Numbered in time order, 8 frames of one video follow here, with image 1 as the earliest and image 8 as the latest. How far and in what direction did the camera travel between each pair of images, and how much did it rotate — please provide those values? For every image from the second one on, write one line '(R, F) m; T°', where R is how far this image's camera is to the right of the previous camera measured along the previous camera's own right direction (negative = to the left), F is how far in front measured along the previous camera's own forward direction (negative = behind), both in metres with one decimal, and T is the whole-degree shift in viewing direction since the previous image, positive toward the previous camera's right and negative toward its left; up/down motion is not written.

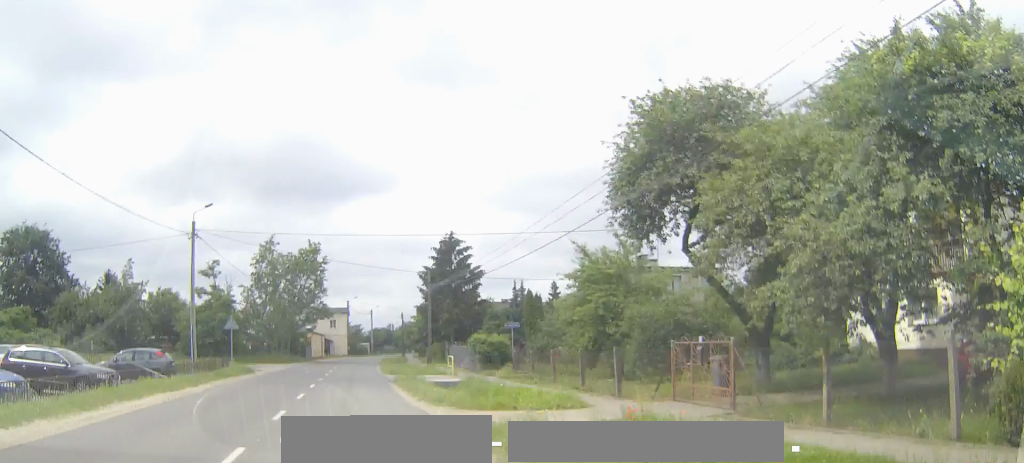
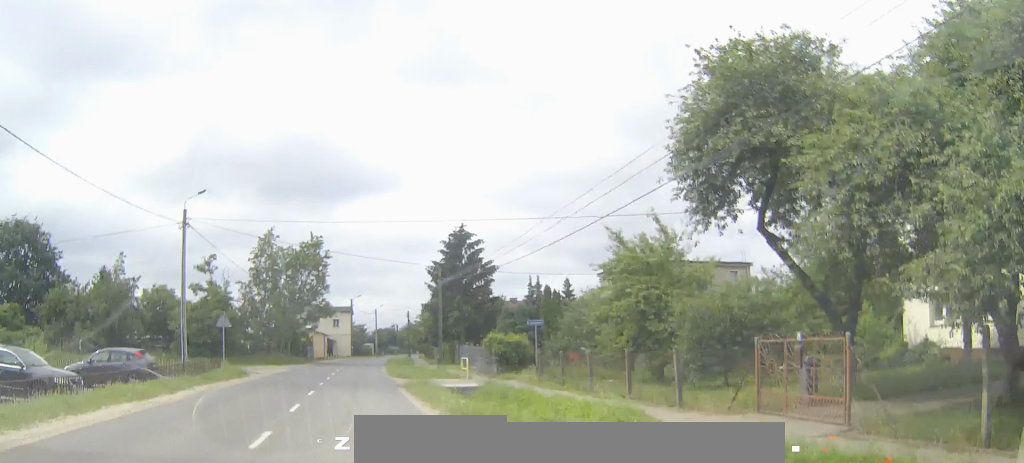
(-0.1, +3.7) m; -1°
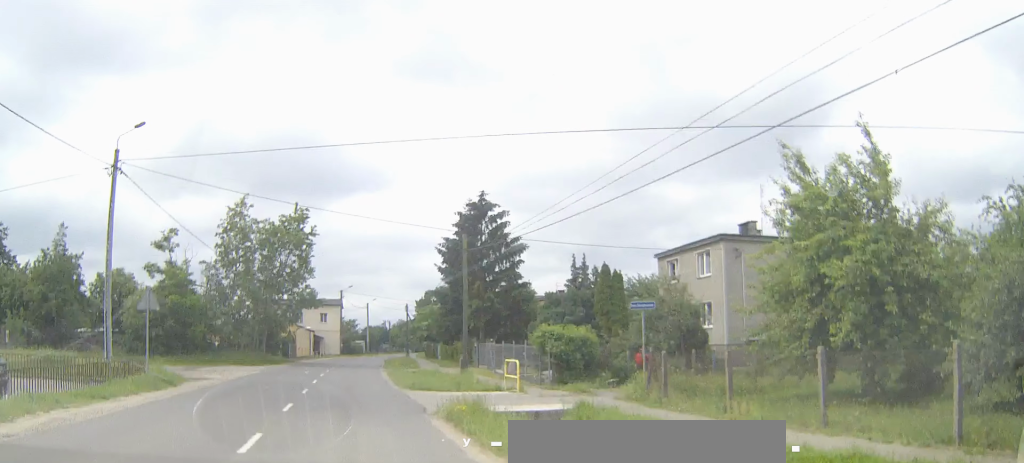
(-0.3, +12.7) m; -1°
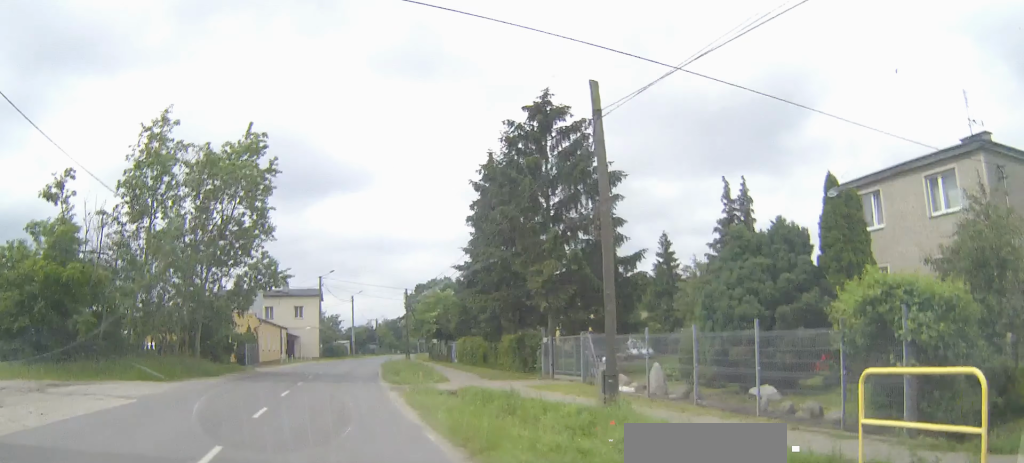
(+0.3, +19.7) m; +1°
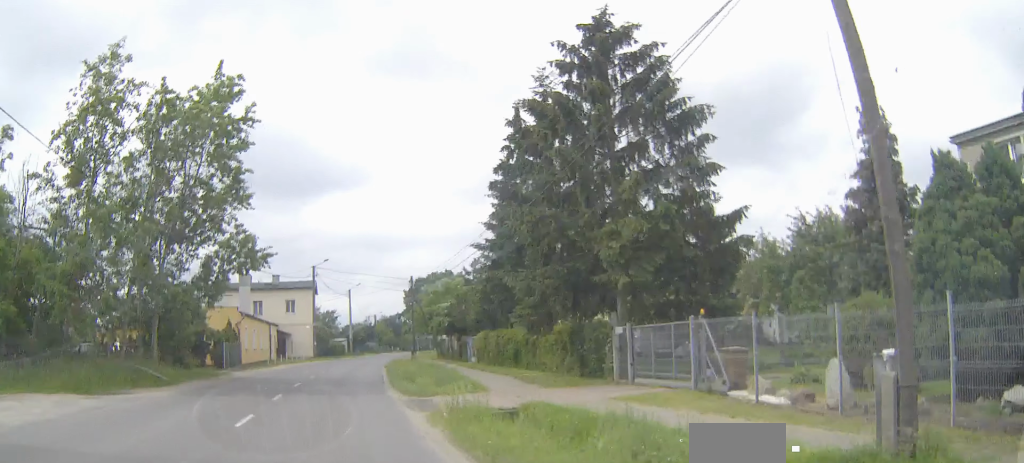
(0.0, +7.2) m; 0°
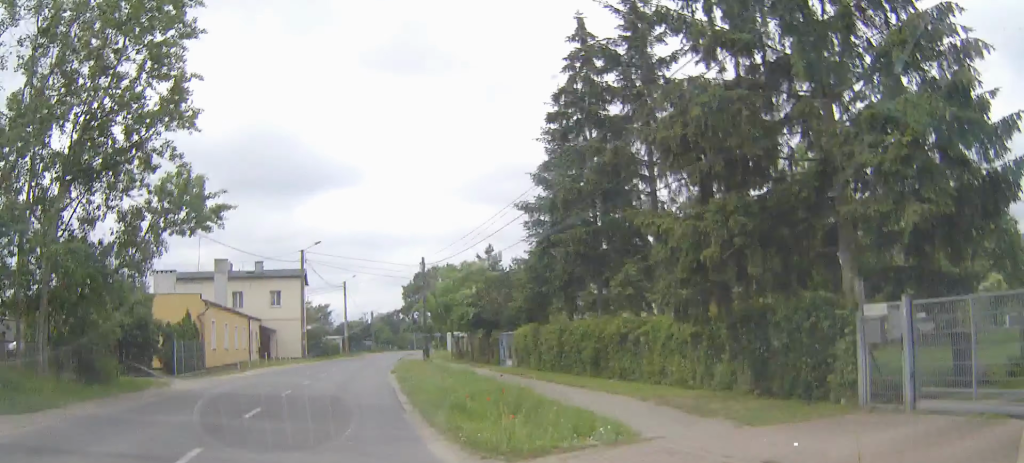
(-0.1, +10.4) m; 0°
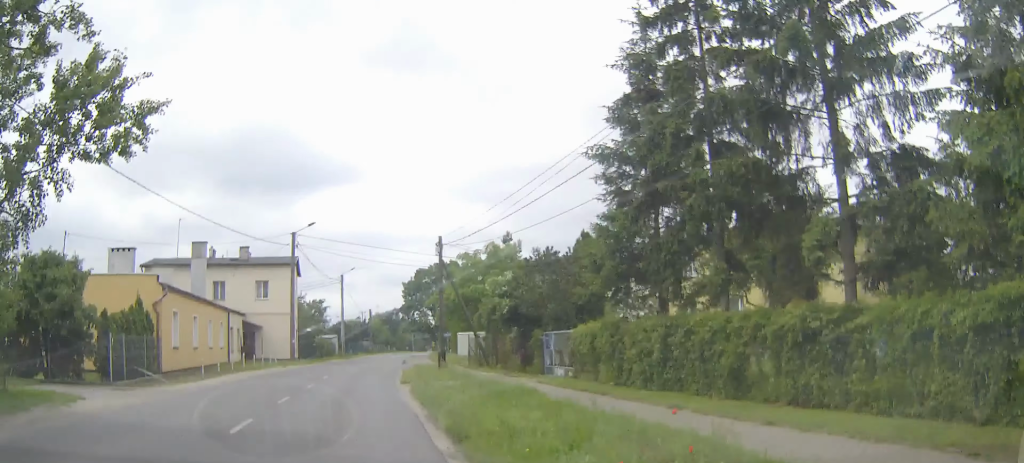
(0.0, +8.4) m; +1°
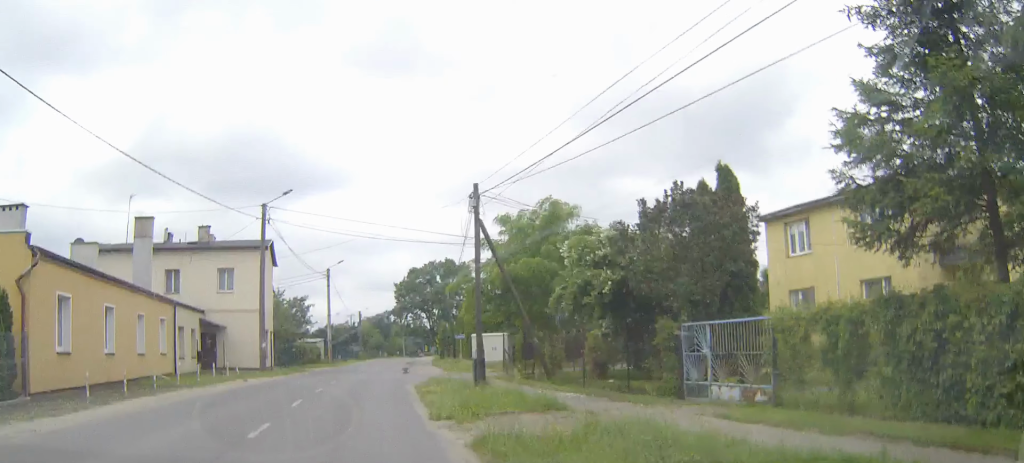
(+0.1, +12.2) m; +1°
